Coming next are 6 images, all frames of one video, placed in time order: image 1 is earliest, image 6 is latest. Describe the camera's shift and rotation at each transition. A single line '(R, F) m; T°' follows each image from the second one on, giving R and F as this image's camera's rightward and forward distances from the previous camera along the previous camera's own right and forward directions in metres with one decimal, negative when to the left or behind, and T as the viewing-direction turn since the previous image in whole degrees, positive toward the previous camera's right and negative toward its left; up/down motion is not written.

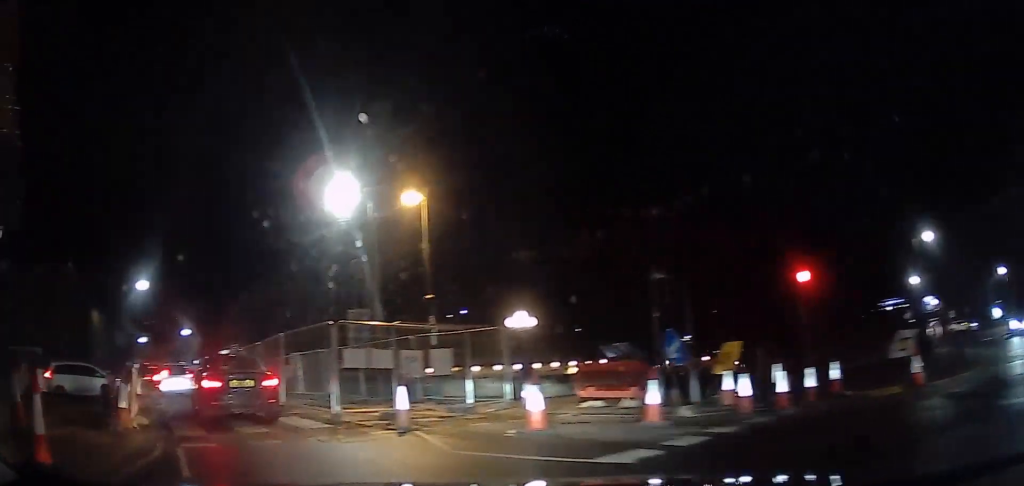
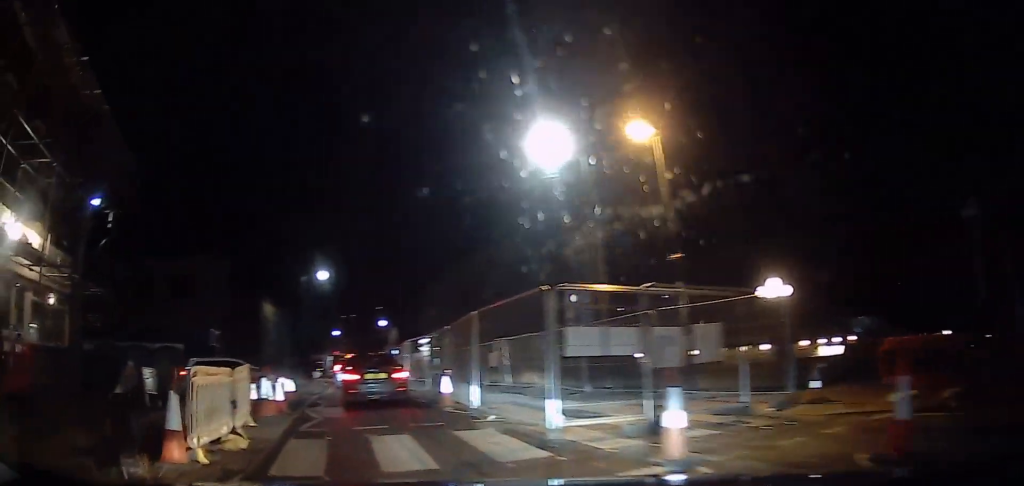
(-0.8, +3.2) m; -21°
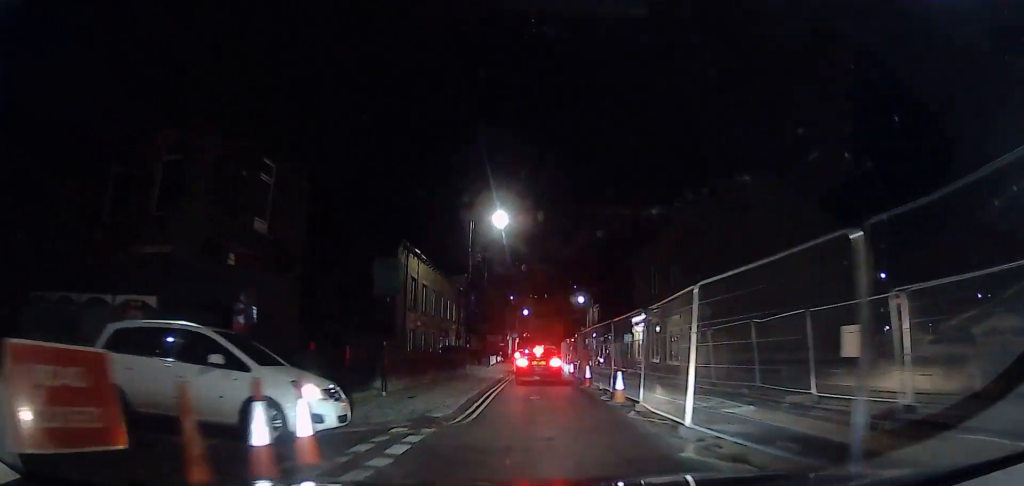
(-2.7, +10.6) m; -32°
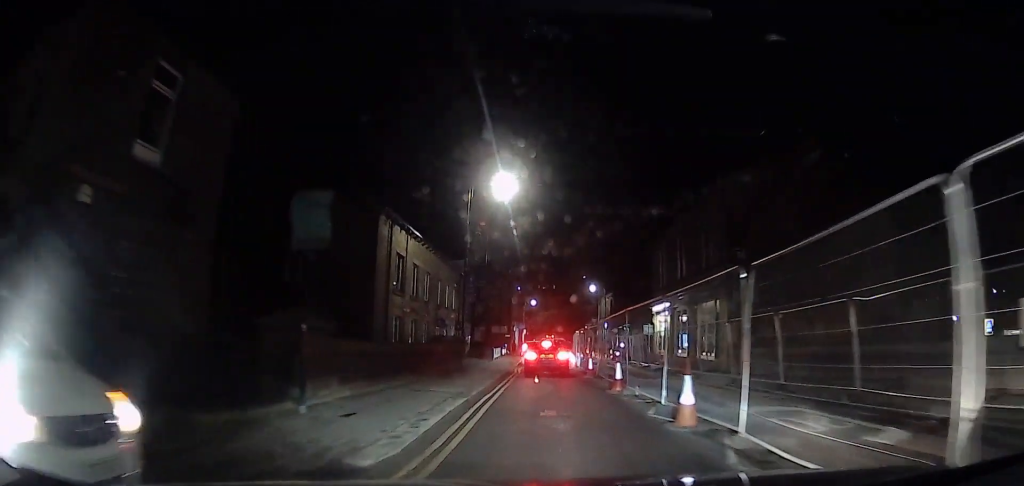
(-0.8, +3.6) m; -9°
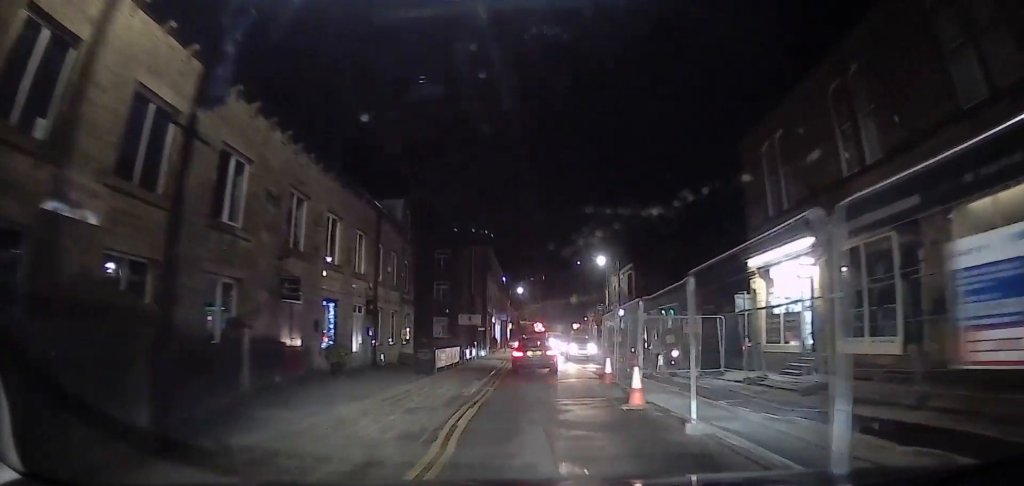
(+2.5, +18.3) m; +10°
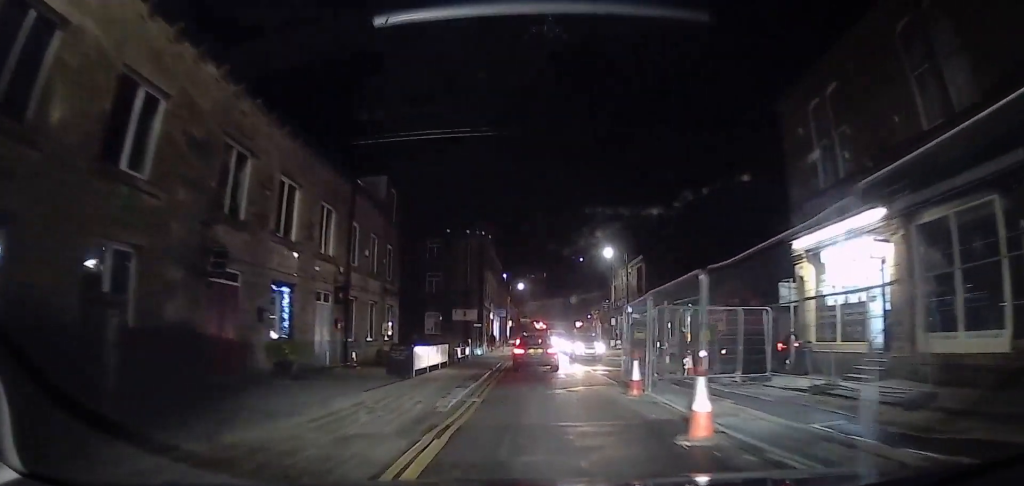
(0.0, +3.7) m; -2°
